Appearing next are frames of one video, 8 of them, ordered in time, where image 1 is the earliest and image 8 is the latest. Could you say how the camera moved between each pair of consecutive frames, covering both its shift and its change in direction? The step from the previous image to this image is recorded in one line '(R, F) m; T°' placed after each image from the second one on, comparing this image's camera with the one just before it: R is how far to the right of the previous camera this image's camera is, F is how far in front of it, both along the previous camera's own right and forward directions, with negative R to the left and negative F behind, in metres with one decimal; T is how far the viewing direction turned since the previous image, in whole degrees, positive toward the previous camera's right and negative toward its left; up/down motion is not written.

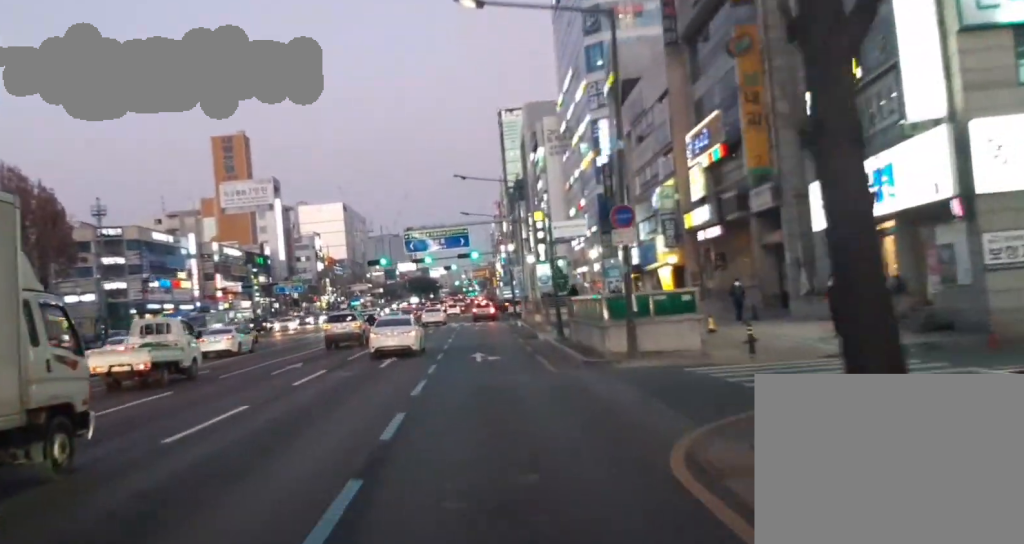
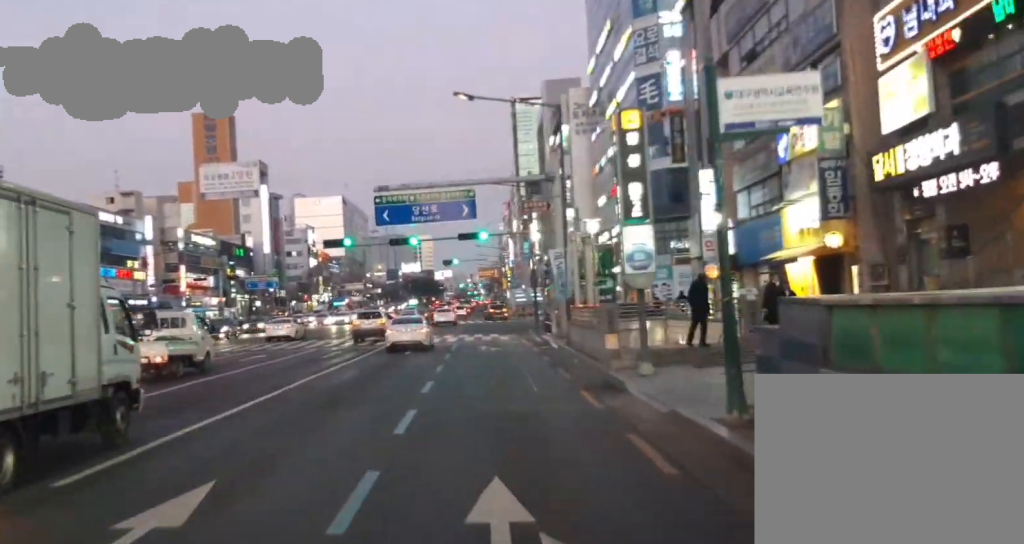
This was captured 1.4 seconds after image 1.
(+0.7, +22.4) m; +3°
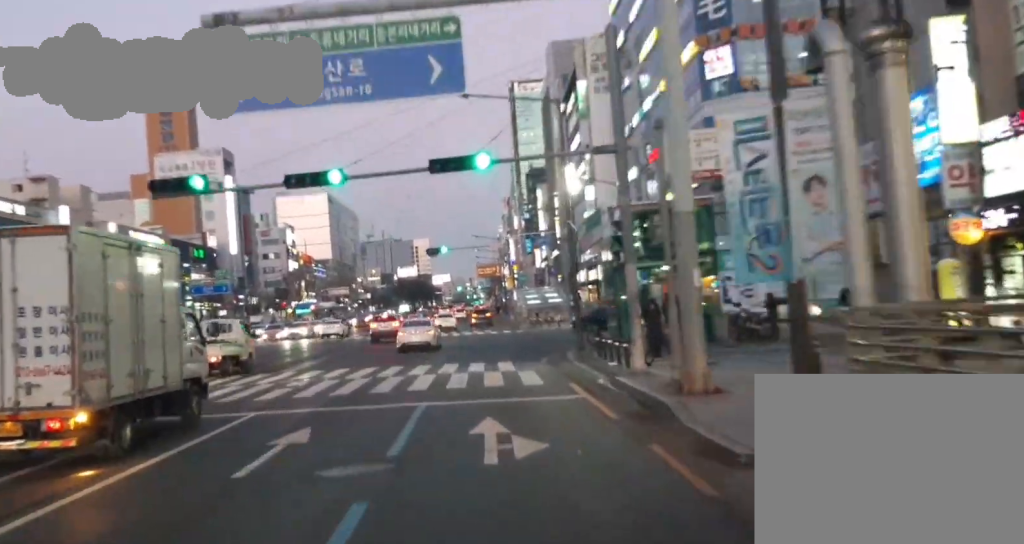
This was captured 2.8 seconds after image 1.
(+0.2, +24.6) m; 0°
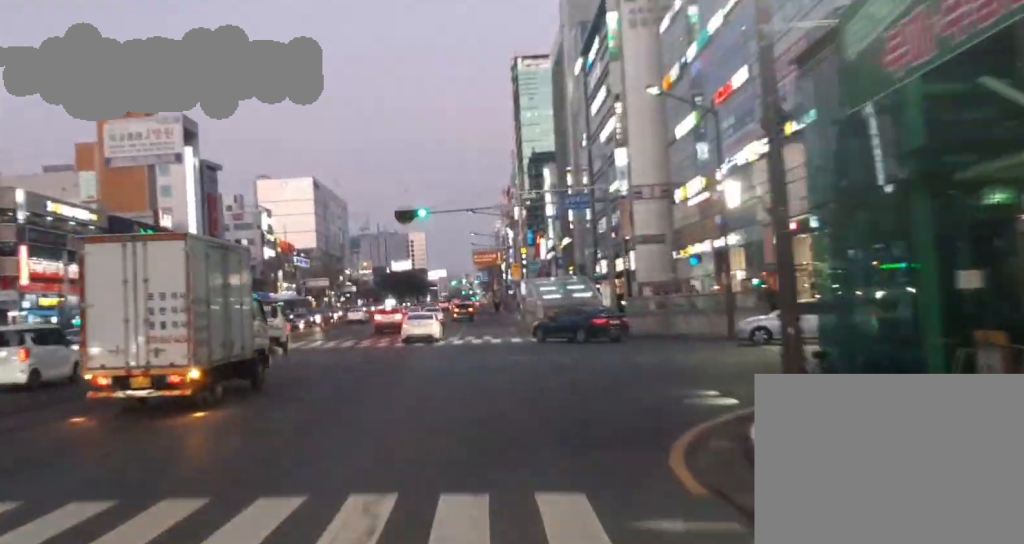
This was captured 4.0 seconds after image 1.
(-0.3, +22.9) m; -2°
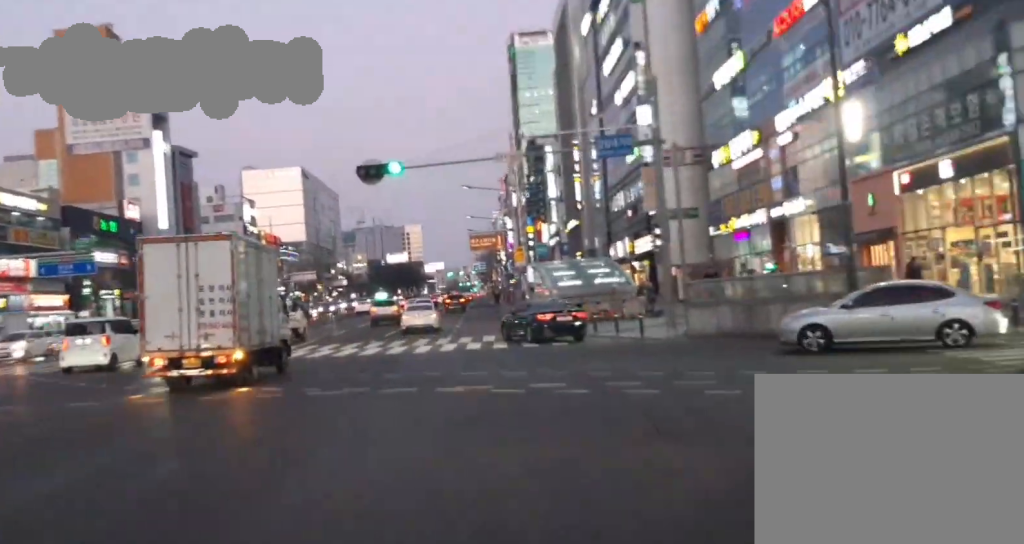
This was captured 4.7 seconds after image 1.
(-0.1, +12.7) m; -1°
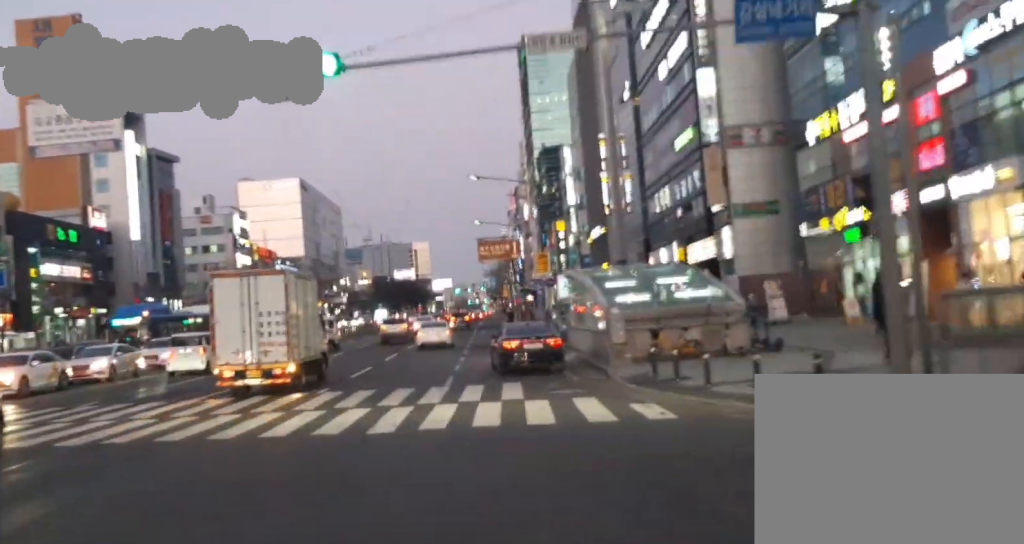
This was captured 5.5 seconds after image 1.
(-0.2, +16.5) m; -1°
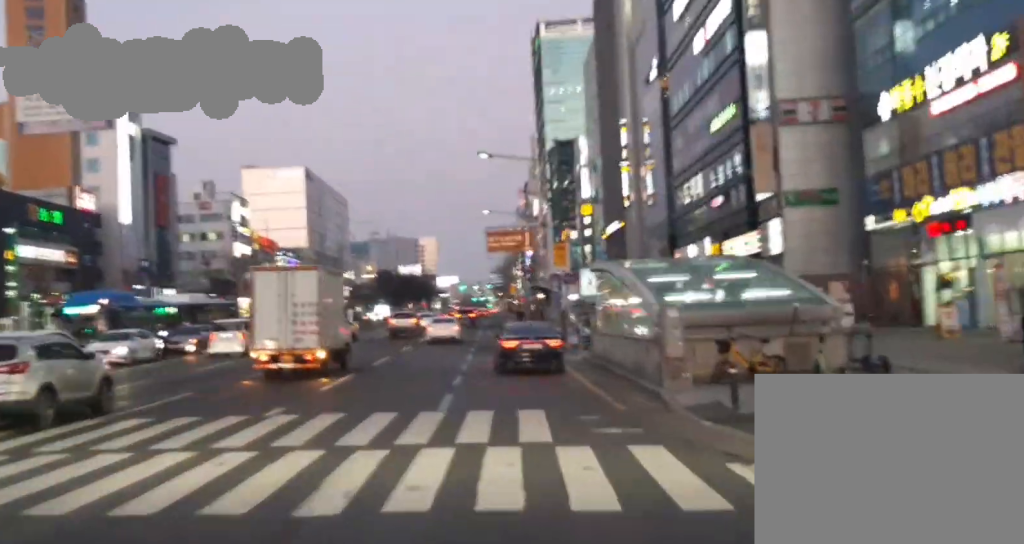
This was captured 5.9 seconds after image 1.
(-0.1, +7.3) m; 0°
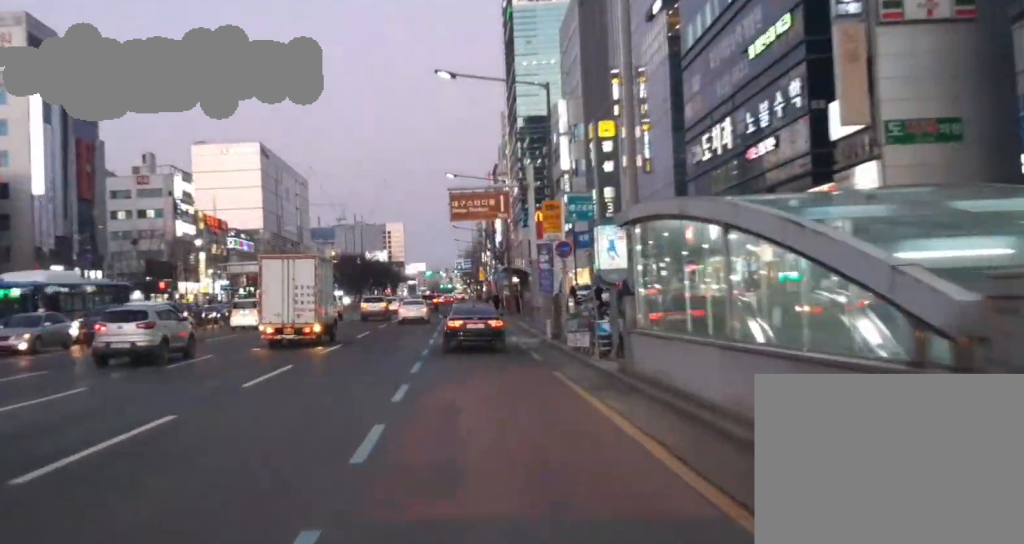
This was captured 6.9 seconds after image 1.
(-0.1, +16.4) m; 0°
